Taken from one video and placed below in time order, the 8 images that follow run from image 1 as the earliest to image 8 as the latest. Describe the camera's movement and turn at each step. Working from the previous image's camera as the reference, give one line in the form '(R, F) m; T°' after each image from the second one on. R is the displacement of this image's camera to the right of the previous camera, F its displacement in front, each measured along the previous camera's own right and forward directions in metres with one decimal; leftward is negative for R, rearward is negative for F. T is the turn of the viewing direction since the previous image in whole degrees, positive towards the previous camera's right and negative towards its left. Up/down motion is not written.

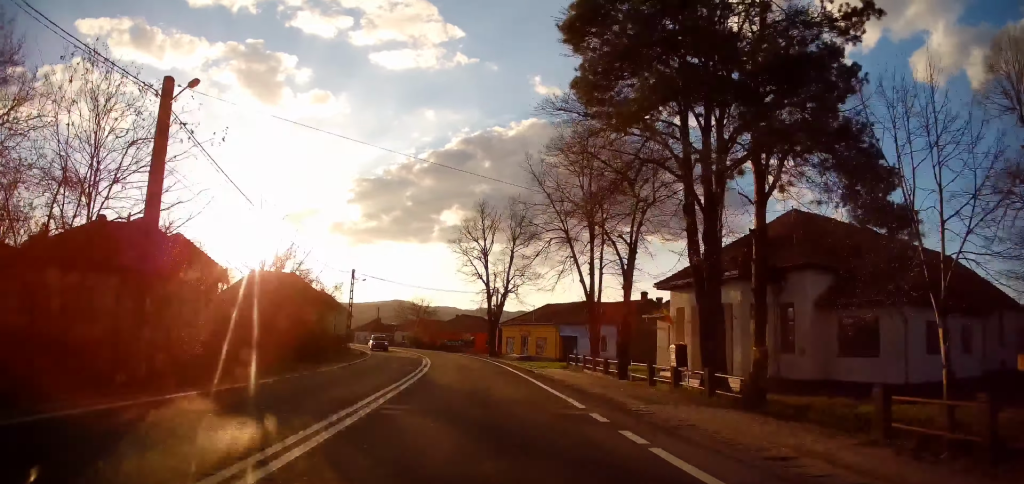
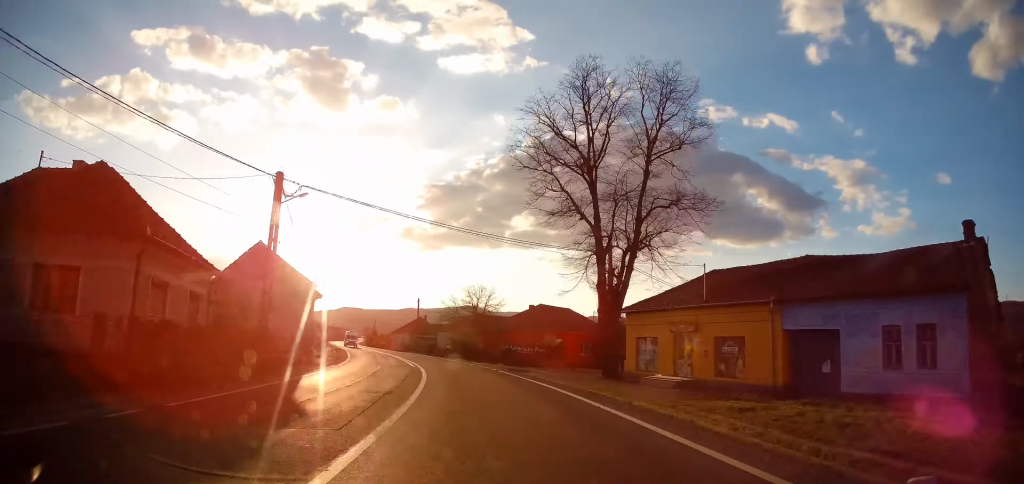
(-0.8, +34.2) m; -4°
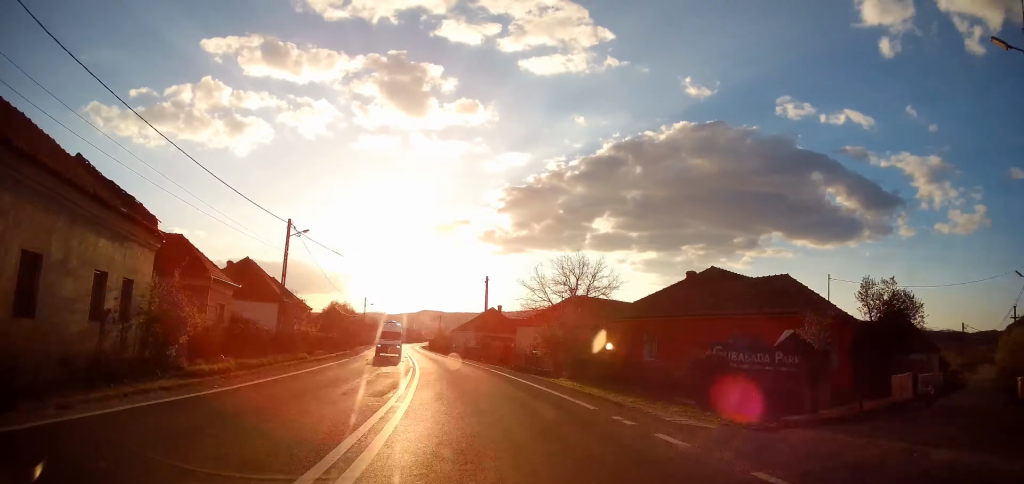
(-1.1, +27.8) m; -7°
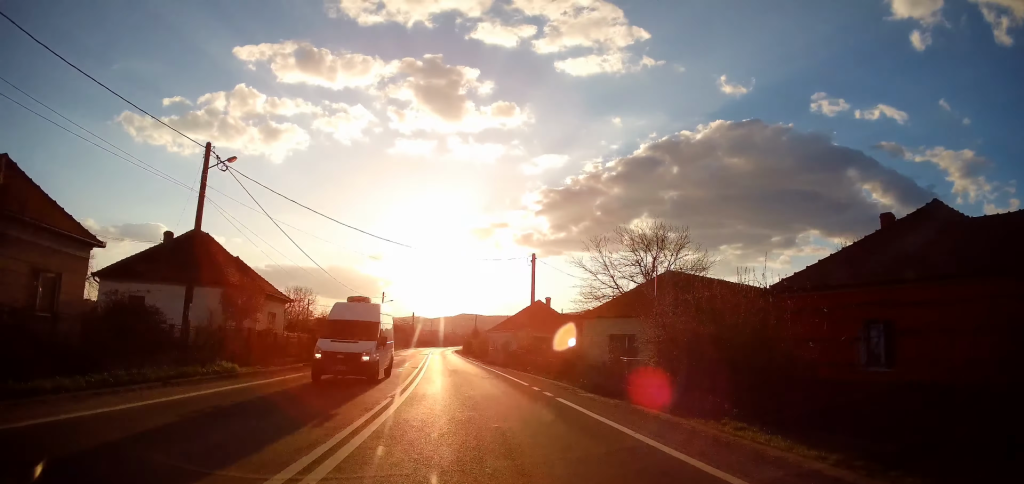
(-0.6, +13.8) m; -6°
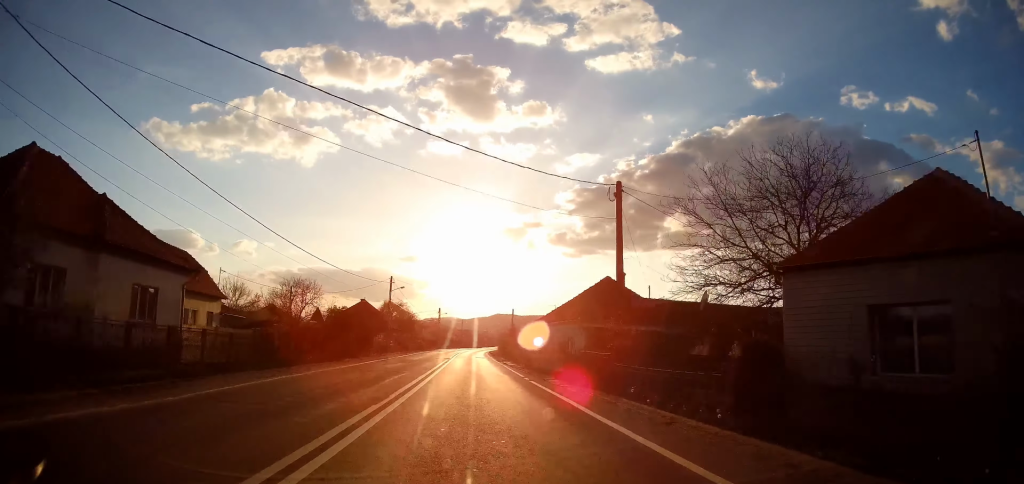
(-1.0, +15.9) m; -3°
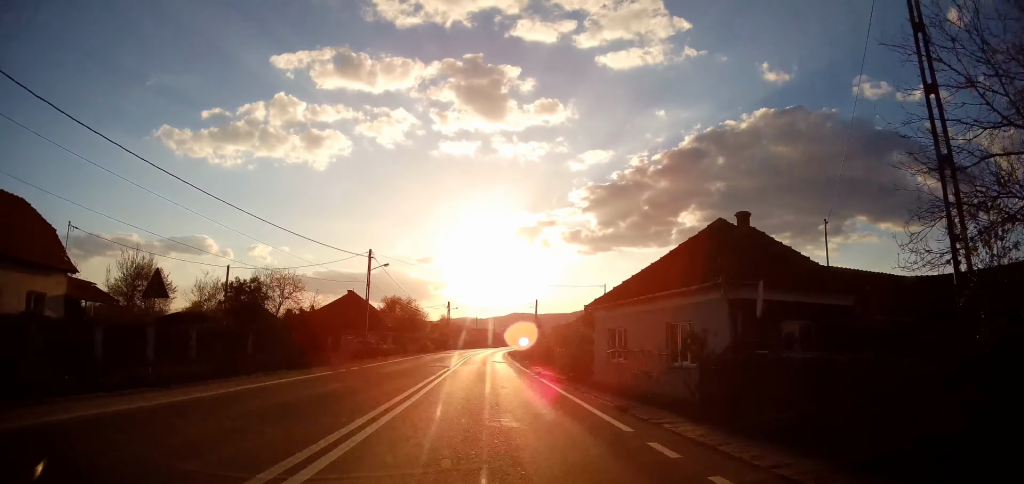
(-0.3, +14.7) m; -3°
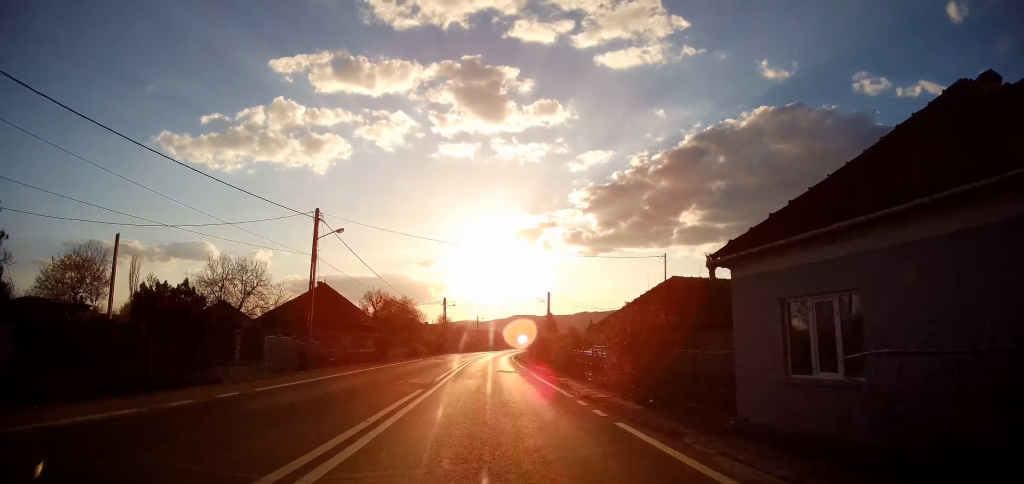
(+0.2, +11.3) m; -2°
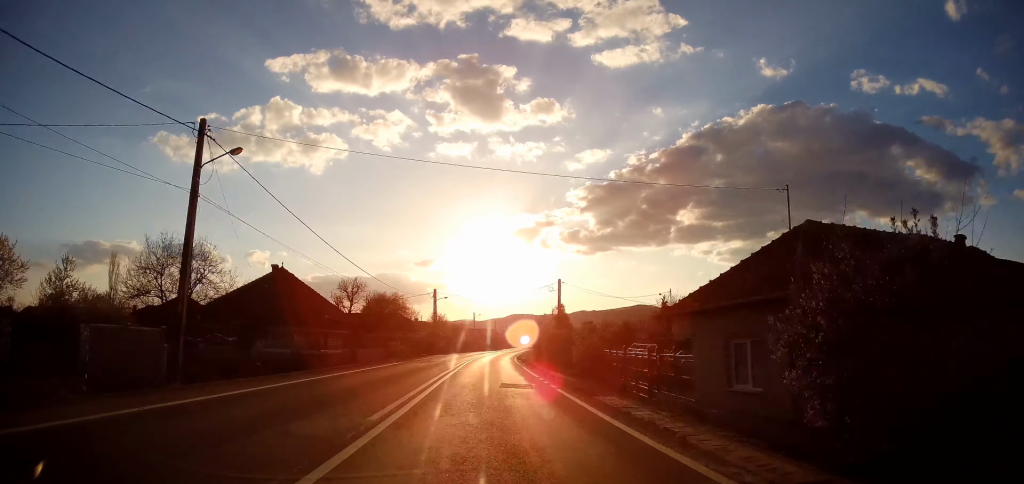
(-0.5, +10.0) m; -1°
